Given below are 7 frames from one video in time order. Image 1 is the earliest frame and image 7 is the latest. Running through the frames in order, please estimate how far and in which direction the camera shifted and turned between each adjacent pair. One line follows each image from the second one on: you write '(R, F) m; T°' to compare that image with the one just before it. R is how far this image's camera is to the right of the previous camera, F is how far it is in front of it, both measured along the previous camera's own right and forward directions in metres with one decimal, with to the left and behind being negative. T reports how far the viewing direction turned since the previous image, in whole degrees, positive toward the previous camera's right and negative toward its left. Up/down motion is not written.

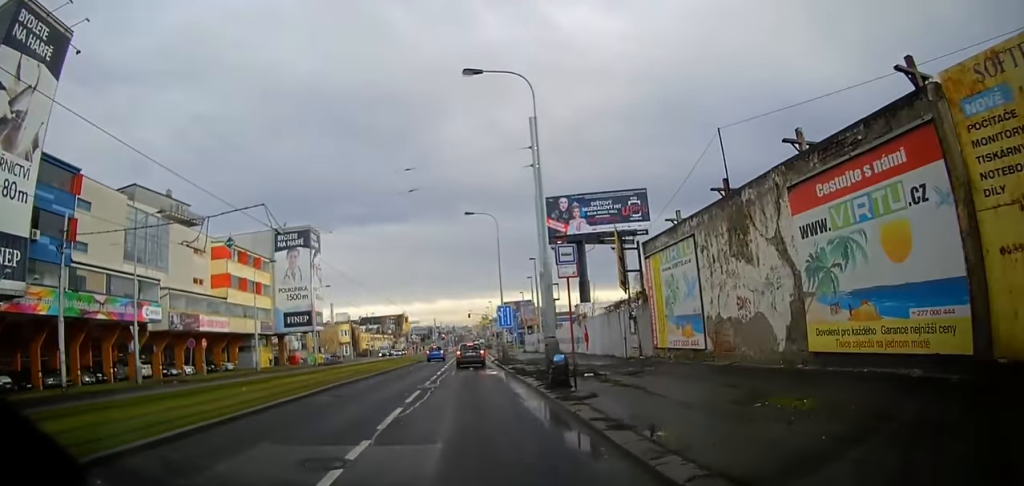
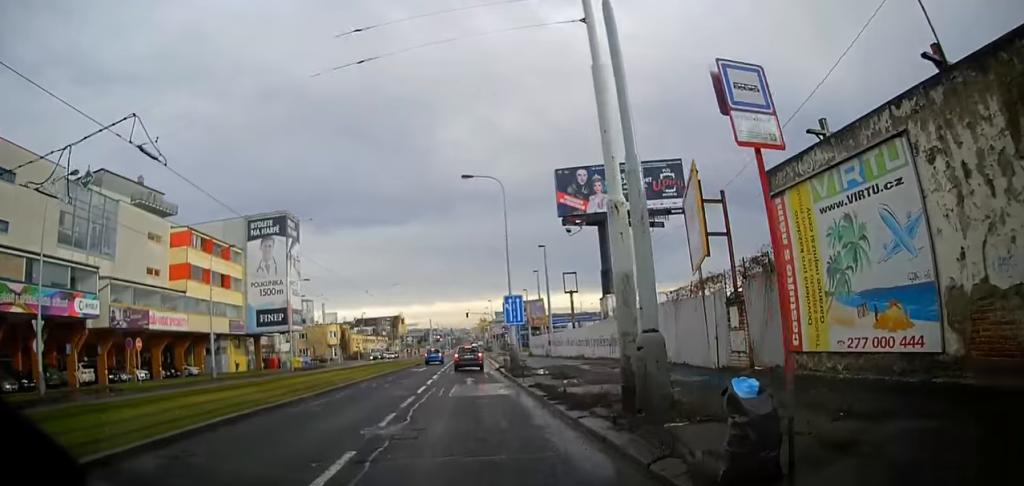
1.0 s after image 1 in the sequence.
(0.0, +9.6) m; 0°
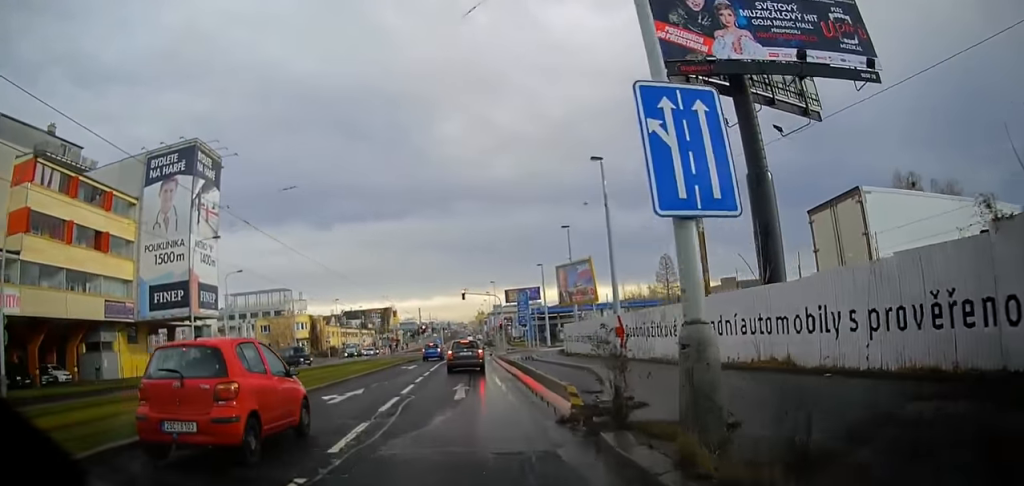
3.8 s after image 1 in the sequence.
(-0.1, +23.2) m; -1°
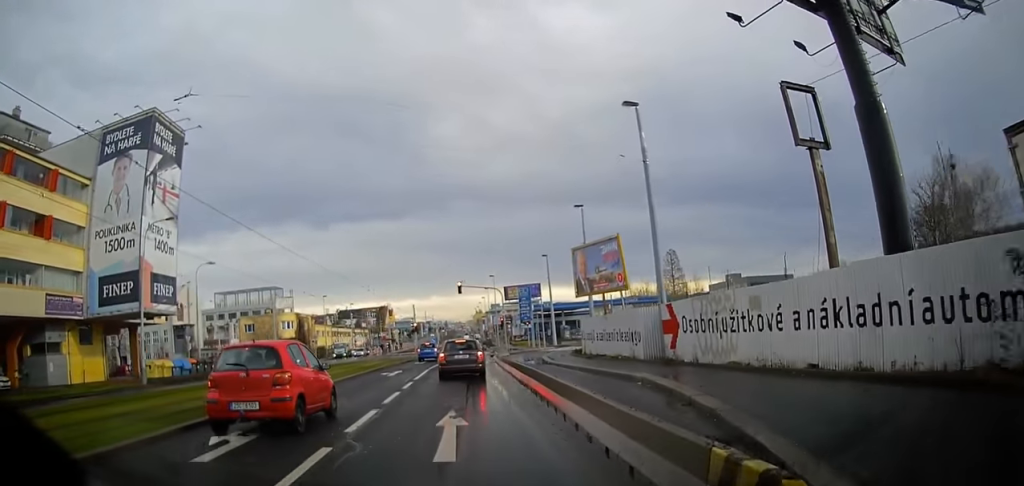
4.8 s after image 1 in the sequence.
(0.0, +6.6) m; +1°
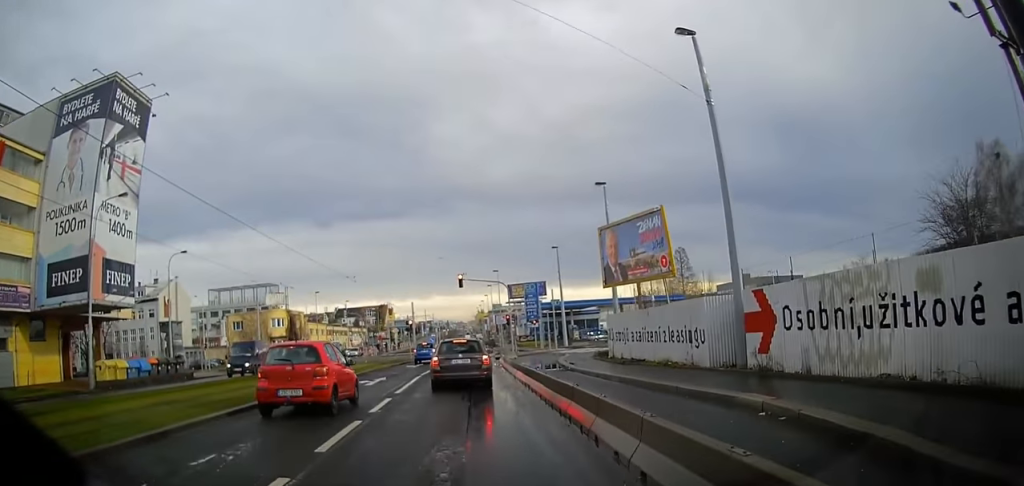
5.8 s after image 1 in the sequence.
(+0.2, +6.0) m; +2°
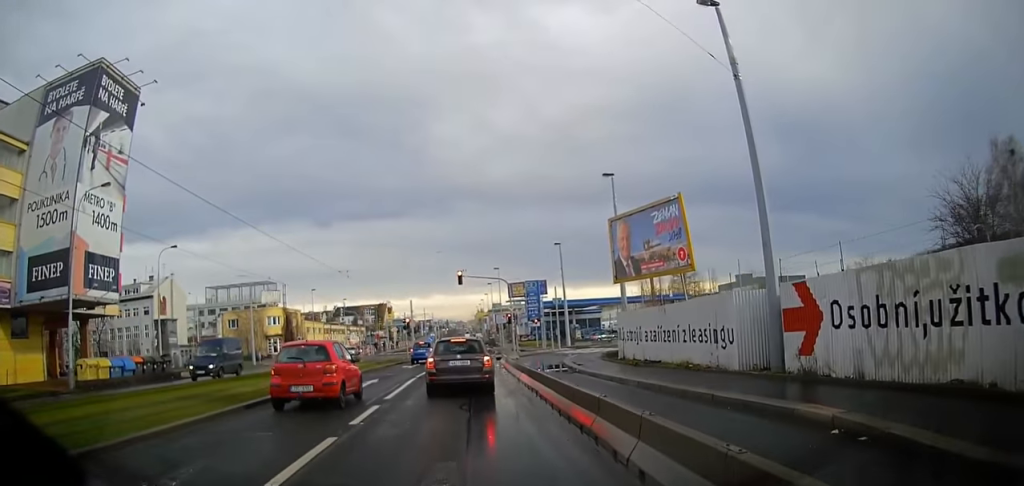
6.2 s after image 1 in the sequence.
(0.0, +1.9) m; 0°
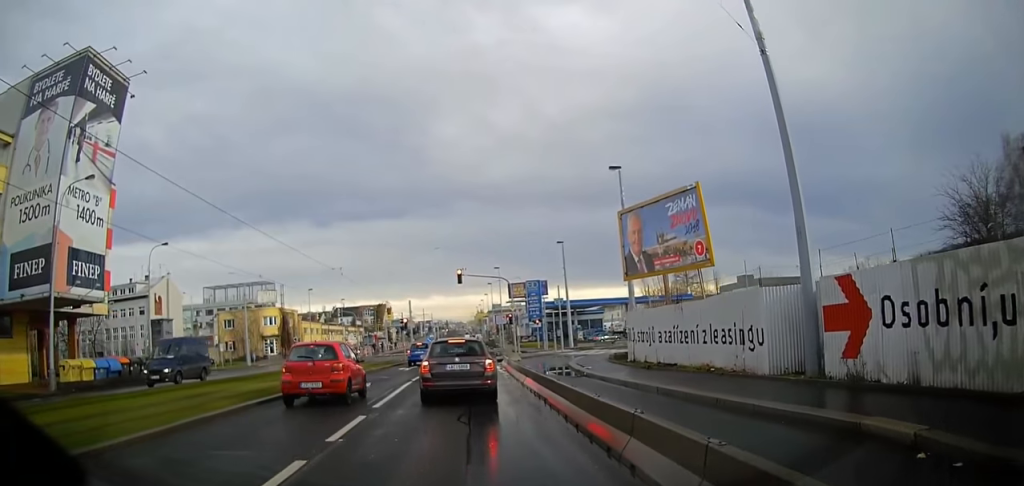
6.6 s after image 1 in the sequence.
(0.0, +1.8) m; -1°
